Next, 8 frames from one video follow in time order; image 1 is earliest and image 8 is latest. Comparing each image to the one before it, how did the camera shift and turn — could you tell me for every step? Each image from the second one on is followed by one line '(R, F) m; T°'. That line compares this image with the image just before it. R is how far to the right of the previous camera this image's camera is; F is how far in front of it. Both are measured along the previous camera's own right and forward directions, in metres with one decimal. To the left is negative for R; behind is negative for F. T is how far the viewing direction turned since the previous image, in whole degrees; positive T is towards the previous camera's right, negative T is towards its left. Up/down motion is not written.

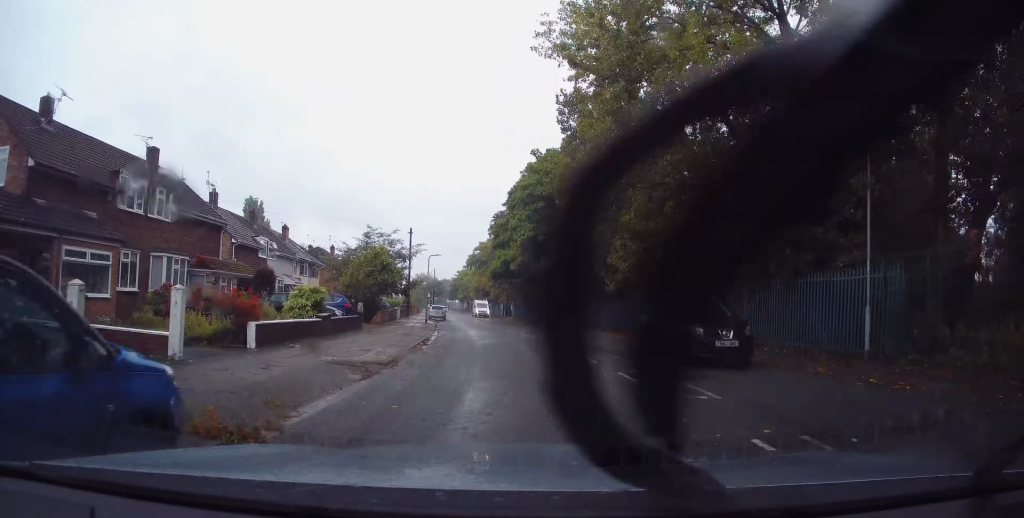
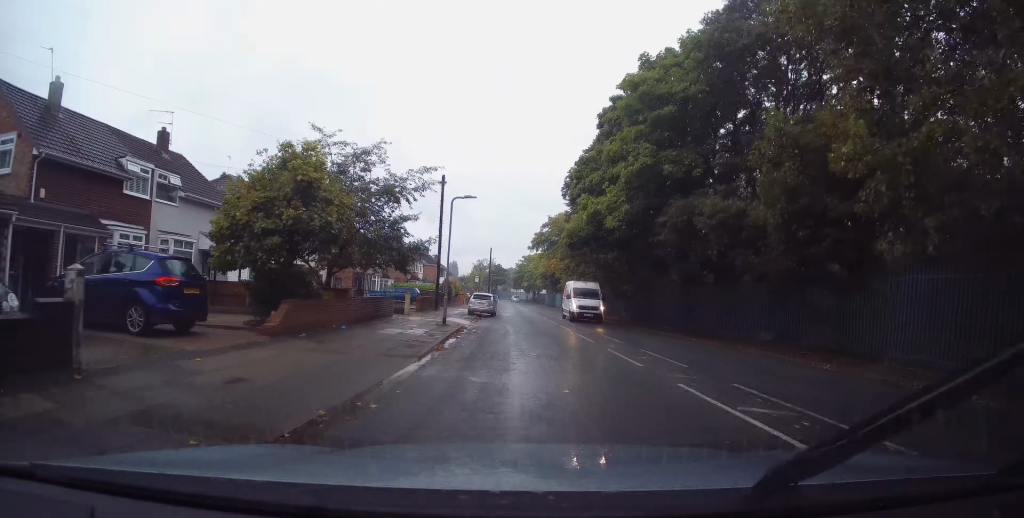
(-1.7, +19.1) m; -6°
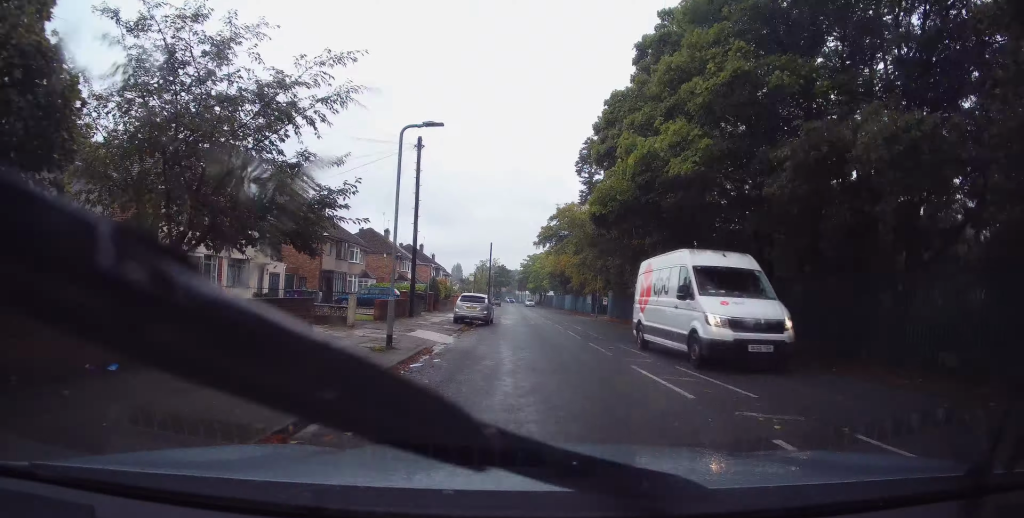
(+0.4, +9.4) m; 0°
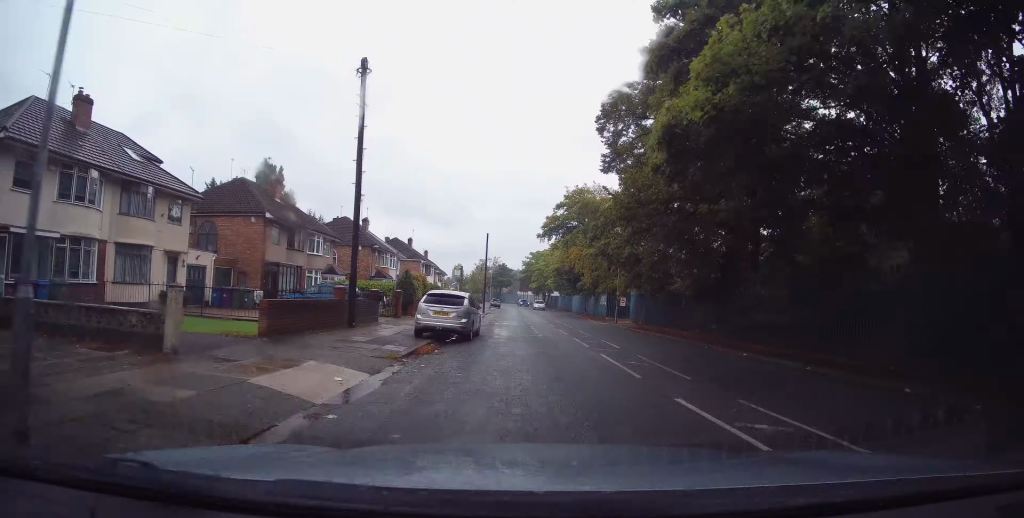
(-0.5, +9.9) m; -5°
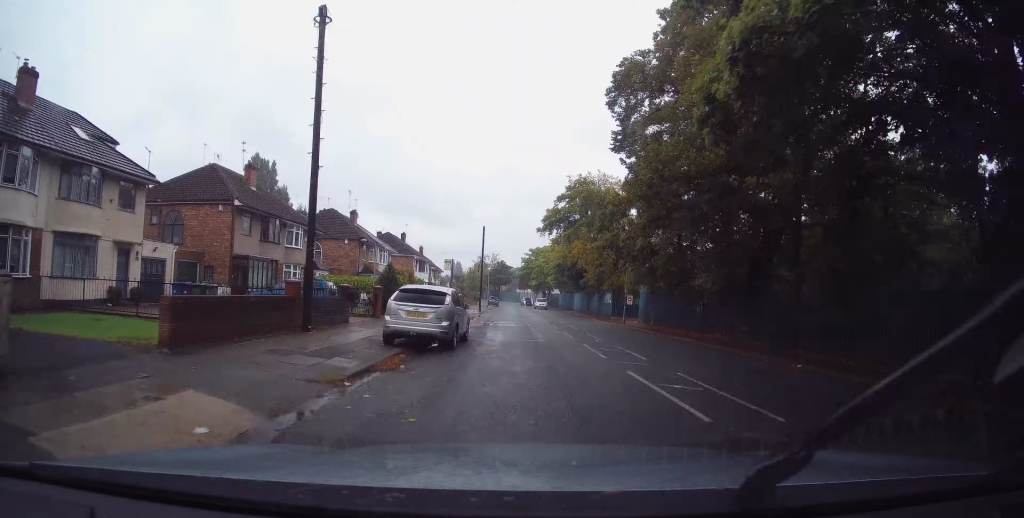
(-0.1, +3.7) m; 0°
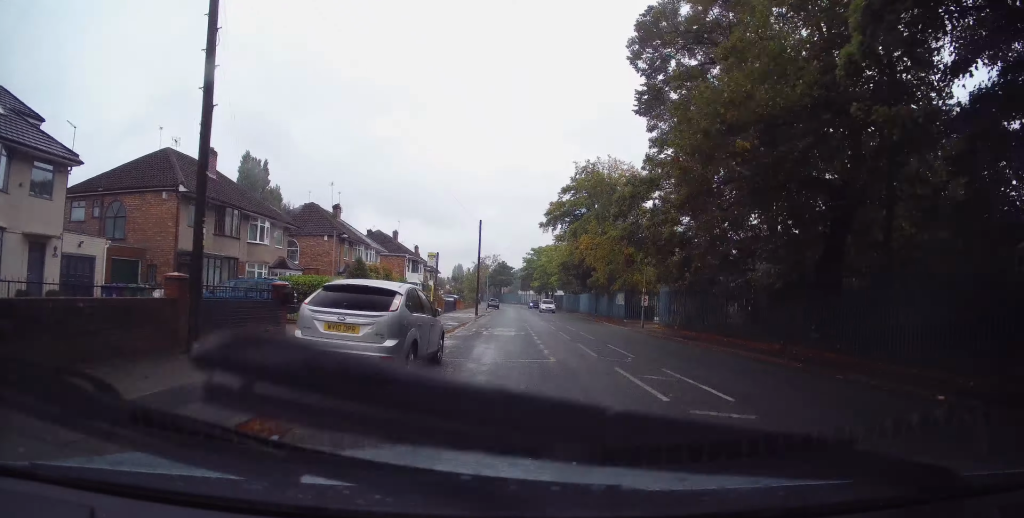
(-0.2, +5.2) m; +1°
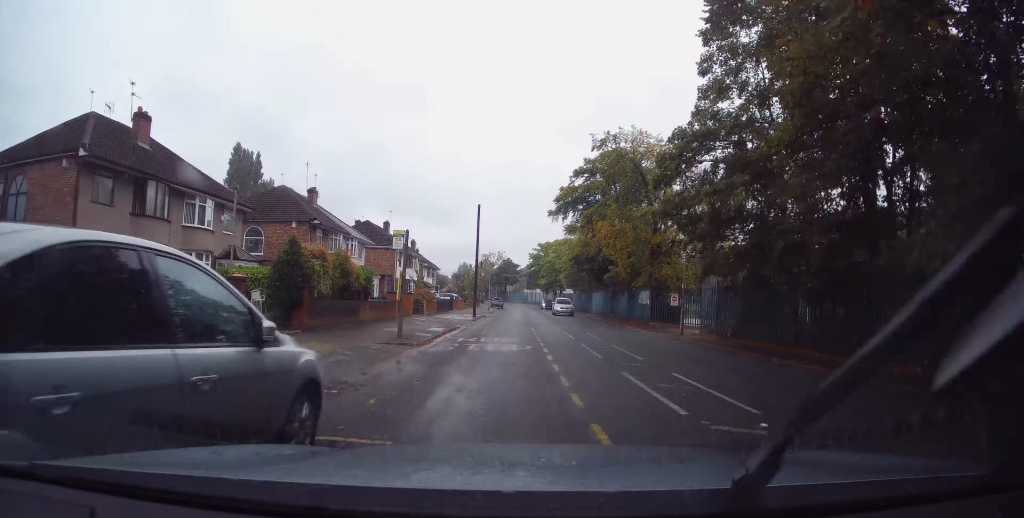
(+0.3, +6.8) m; 0°
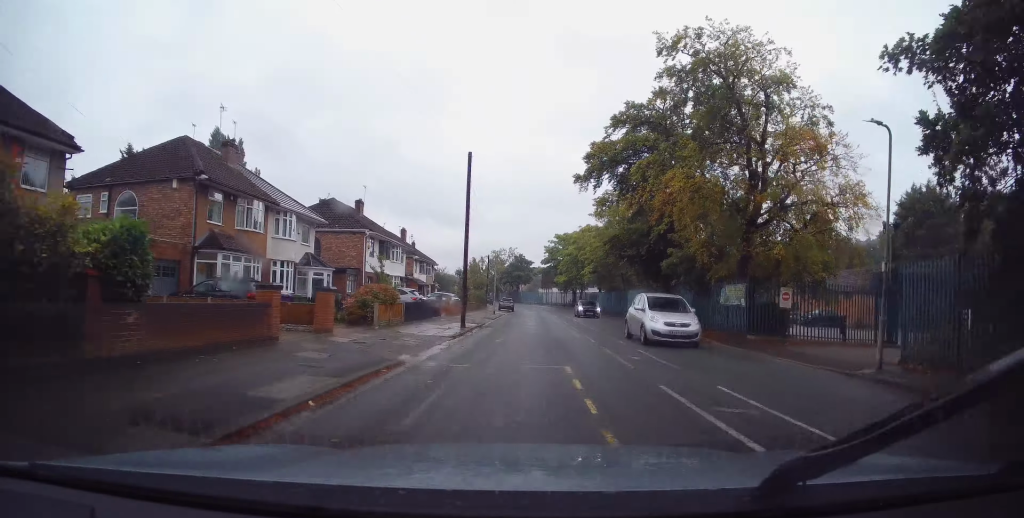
(-0.5, +13.8) m; -5°
